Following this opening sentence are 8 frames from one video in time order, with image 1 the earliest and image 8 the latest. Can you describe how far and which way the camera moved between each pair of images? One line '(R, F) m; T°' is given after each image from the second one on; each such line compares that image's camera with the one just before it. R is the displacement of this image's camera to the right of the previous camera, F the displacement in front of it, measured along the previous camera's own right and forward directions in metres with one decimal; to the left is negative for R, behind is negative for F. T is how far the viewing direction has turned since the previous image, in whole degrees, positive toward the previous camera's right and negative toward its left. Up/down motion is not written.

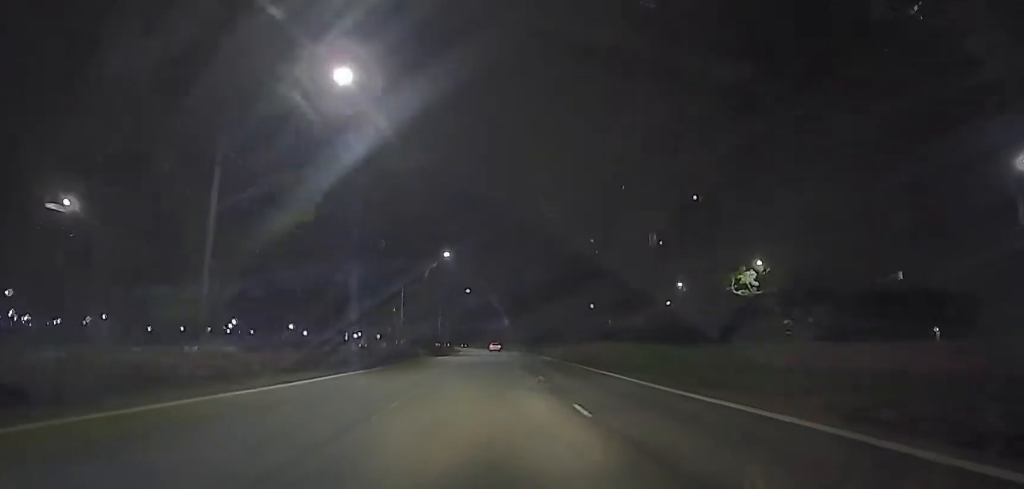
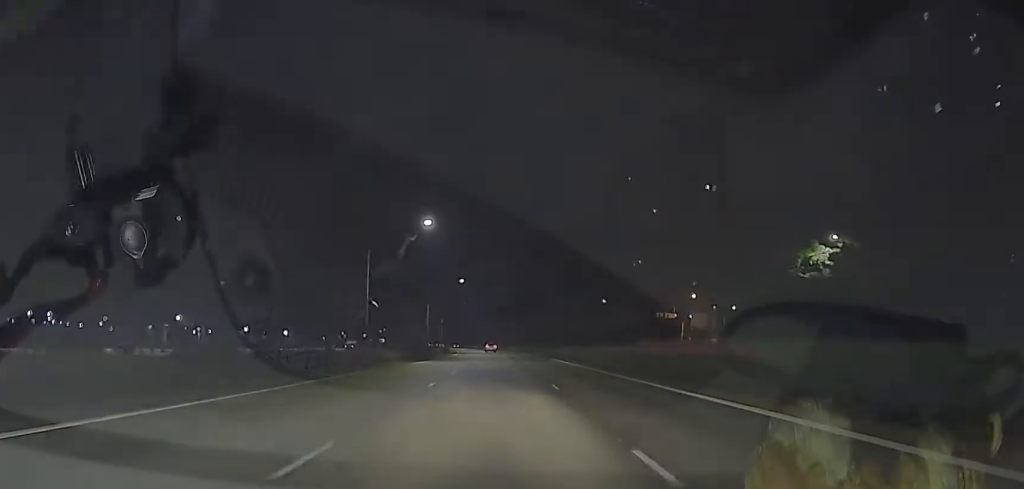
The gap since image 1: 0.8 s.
(0.0, +18.2) m; 0°
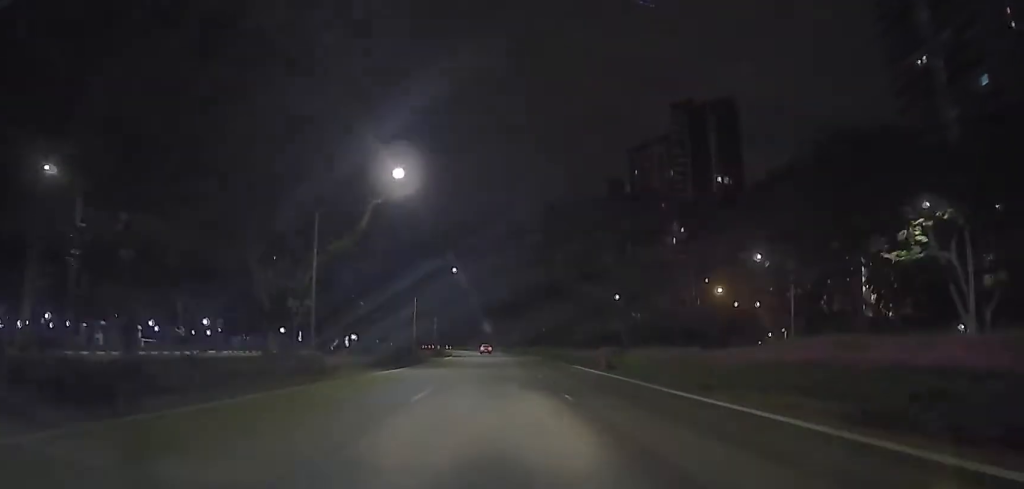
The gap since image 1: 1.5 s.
(0.0, +15.1) m; 0°
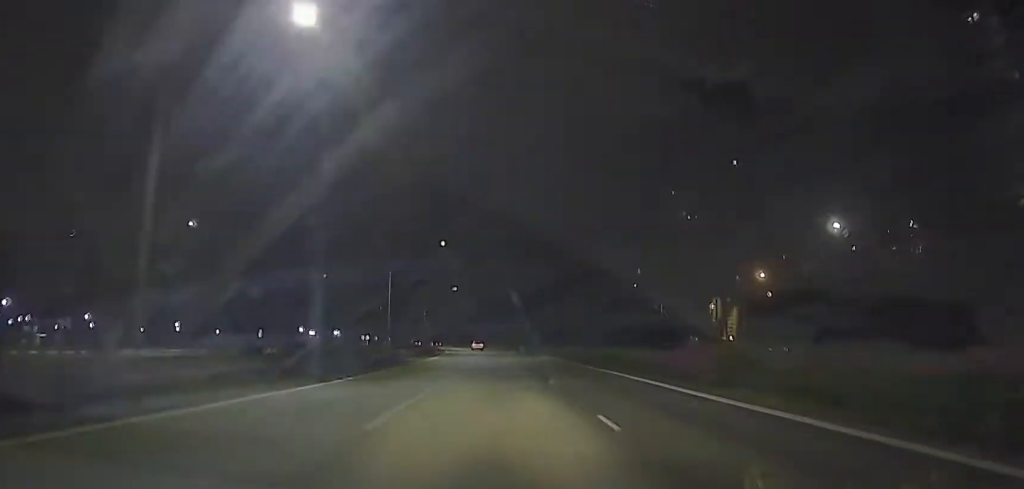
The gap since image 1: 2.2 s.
(0.0, +17.4) m; 0°
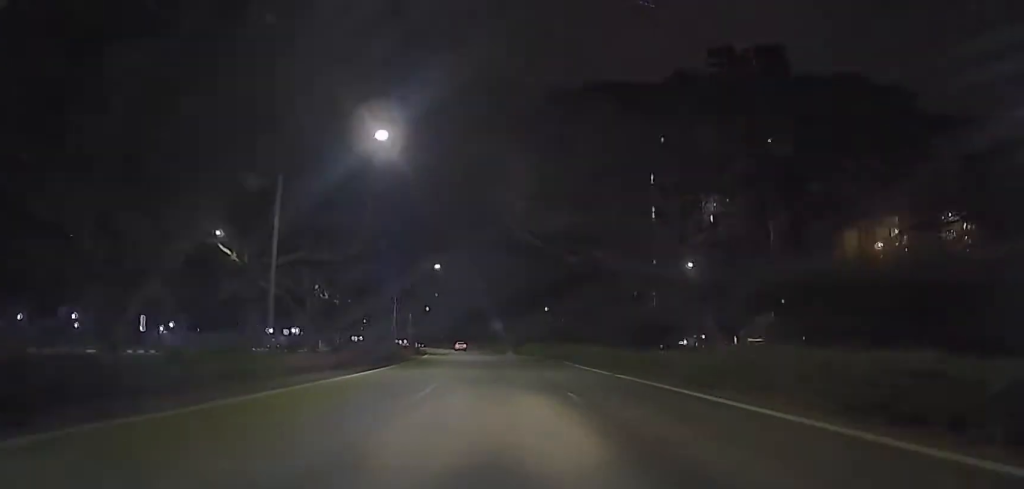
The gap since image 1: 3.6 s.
(0.0, +30.5) m; 0°
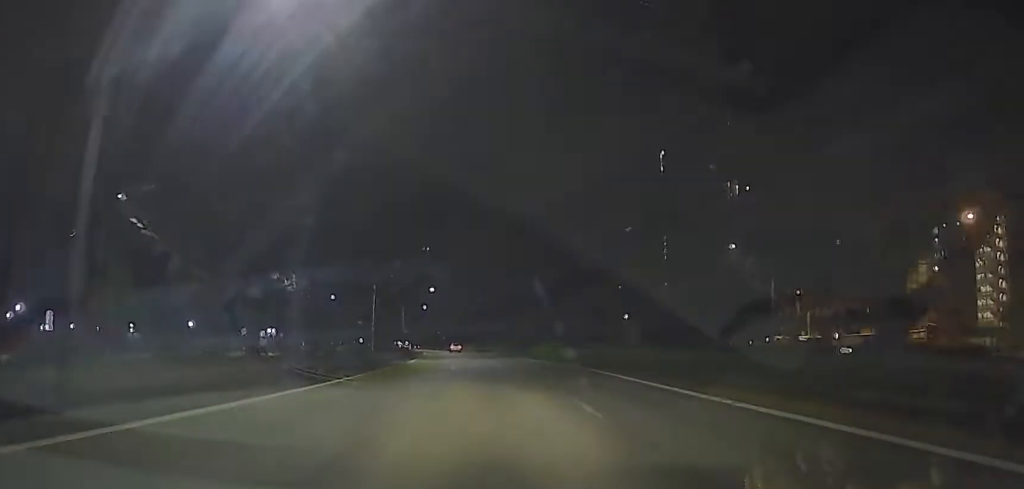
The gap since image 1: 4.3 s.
(0.0, +14.9) m; 0°
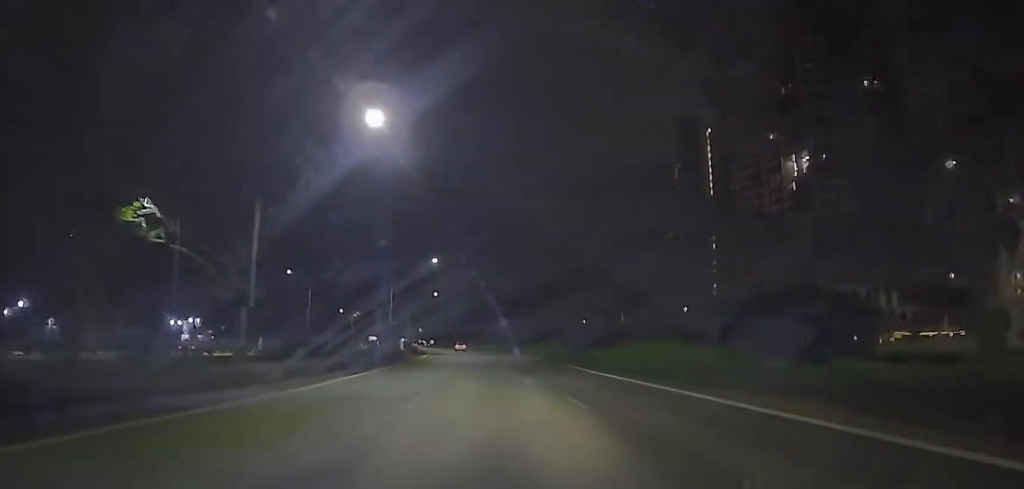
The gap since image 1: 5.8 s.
(0.0, +34.6) m; -1°
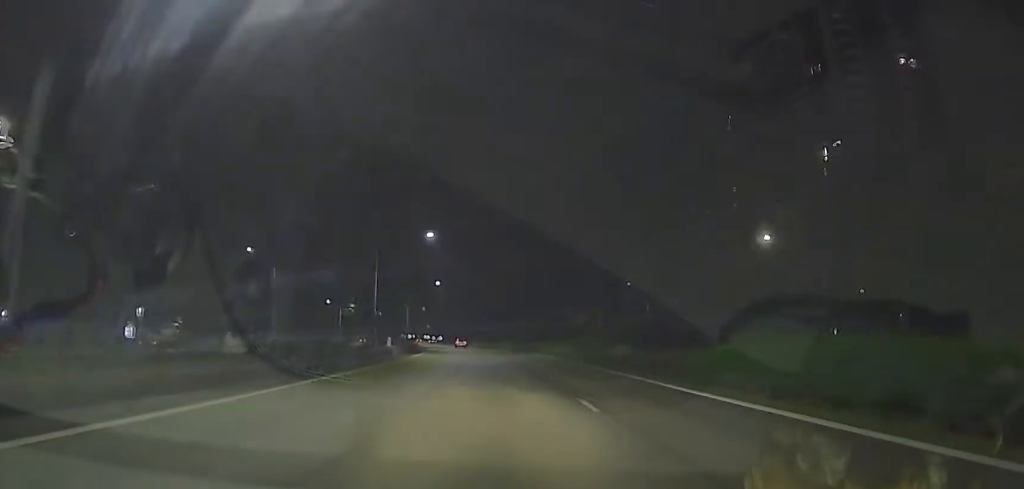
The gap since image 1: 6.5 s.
(0.0, +14.0) m; -1°
